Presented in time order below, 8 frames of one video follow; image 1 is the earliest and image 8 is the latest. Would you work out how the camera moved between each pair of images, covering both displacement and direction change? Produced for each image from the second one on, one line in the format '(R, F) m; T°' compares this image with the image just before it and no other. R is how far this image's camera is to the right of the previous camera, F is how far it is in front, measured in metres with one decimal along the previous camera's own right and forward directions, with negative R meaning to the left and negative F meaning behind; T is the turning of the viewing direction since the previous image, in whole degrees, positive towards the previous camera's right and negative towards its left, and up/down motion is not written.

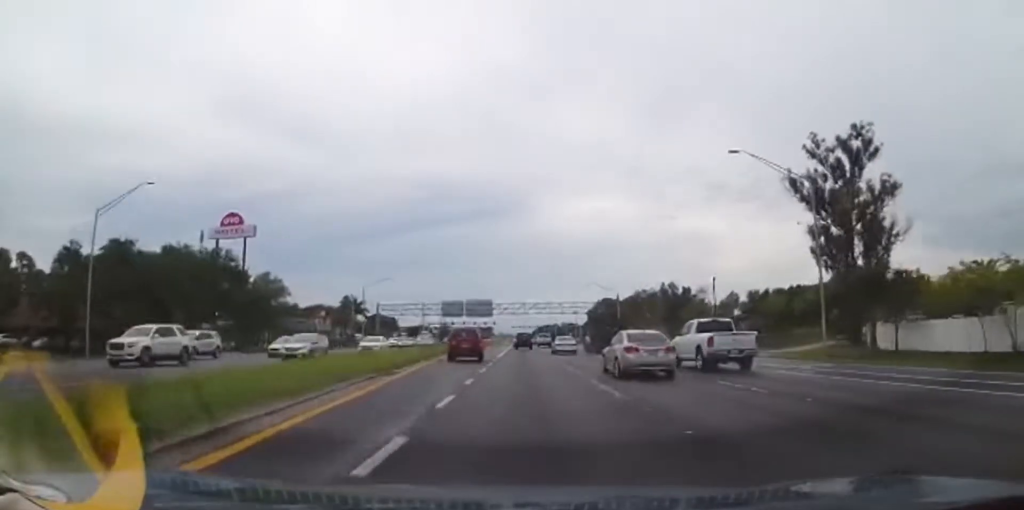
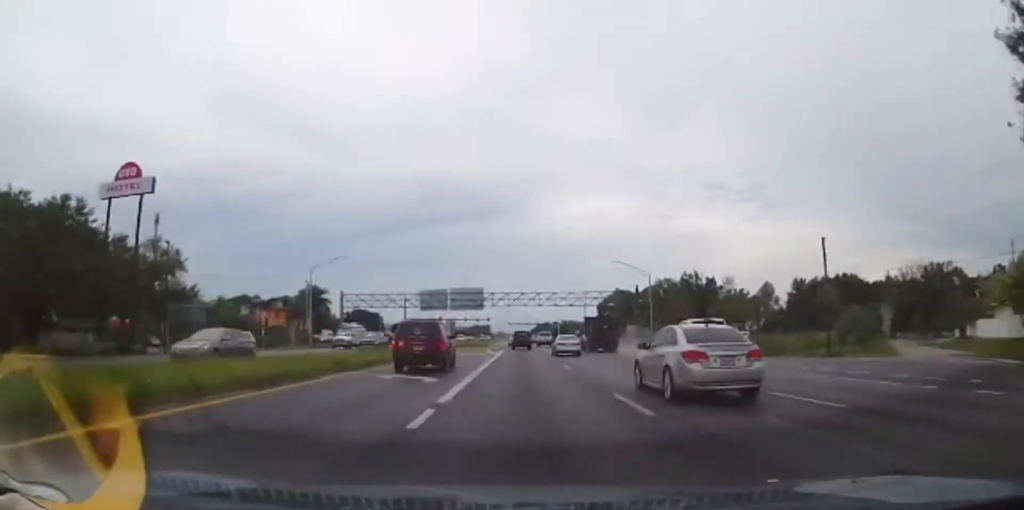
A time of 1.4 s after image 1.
(-0.5, +26.7) m; -1°
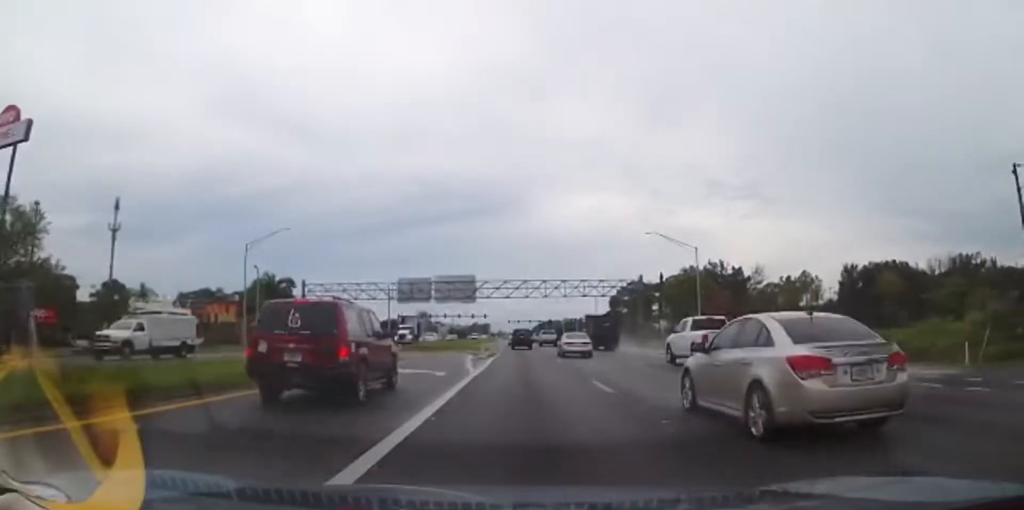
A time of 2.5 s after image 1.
(+0.1, +21.0) m; +1°
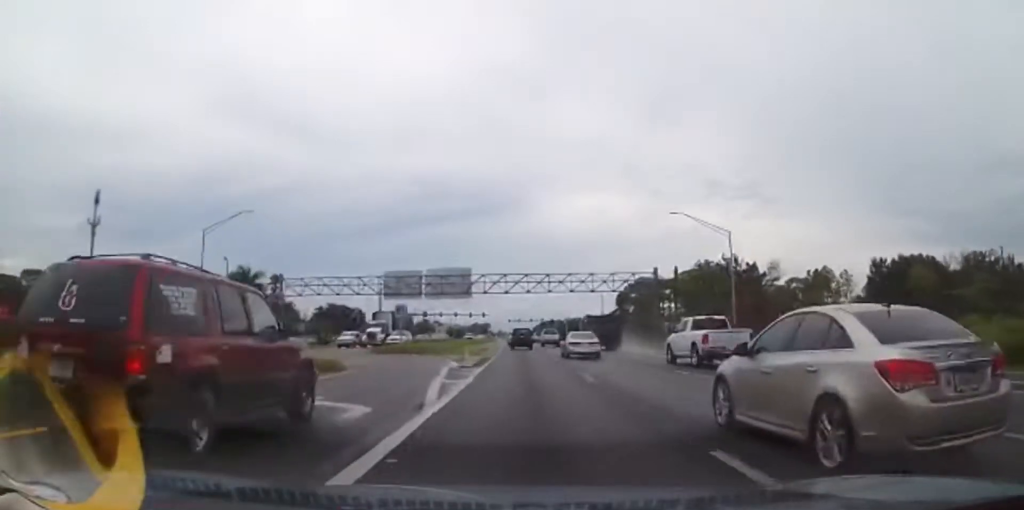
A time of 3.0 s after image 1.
(+0.3, +9.5) m; 0°
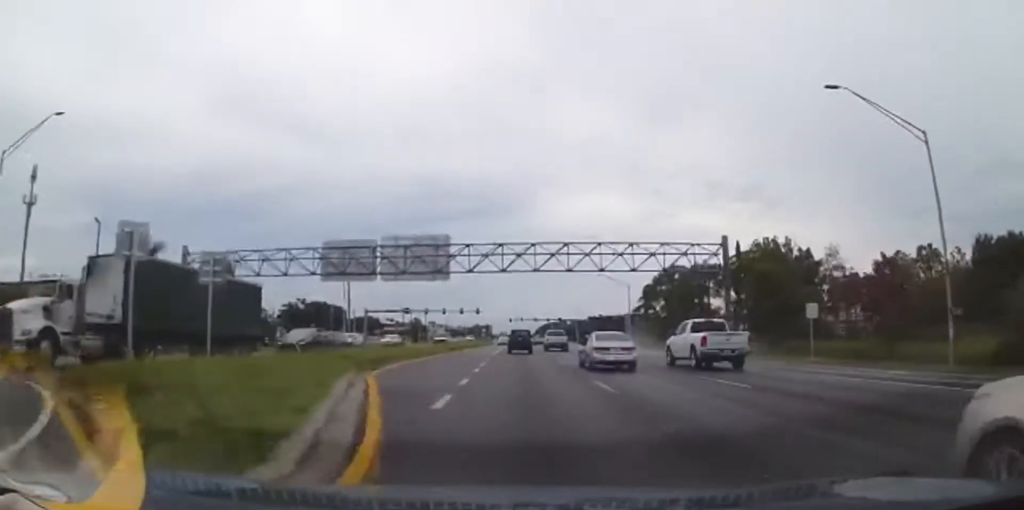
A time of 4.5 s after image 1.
(-0.6, +26.8) m; 0°
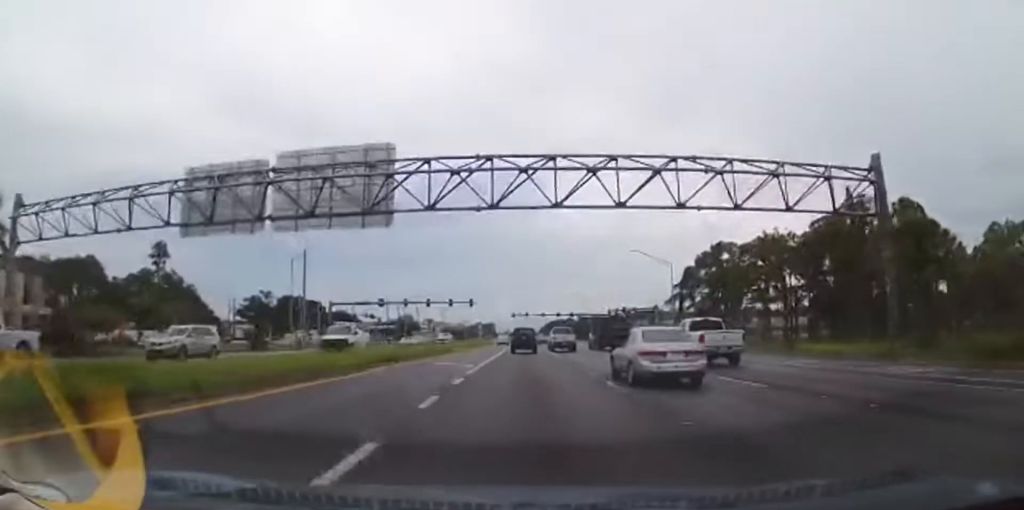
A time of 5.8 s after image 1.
(+0.3, +24.9) m; +1°
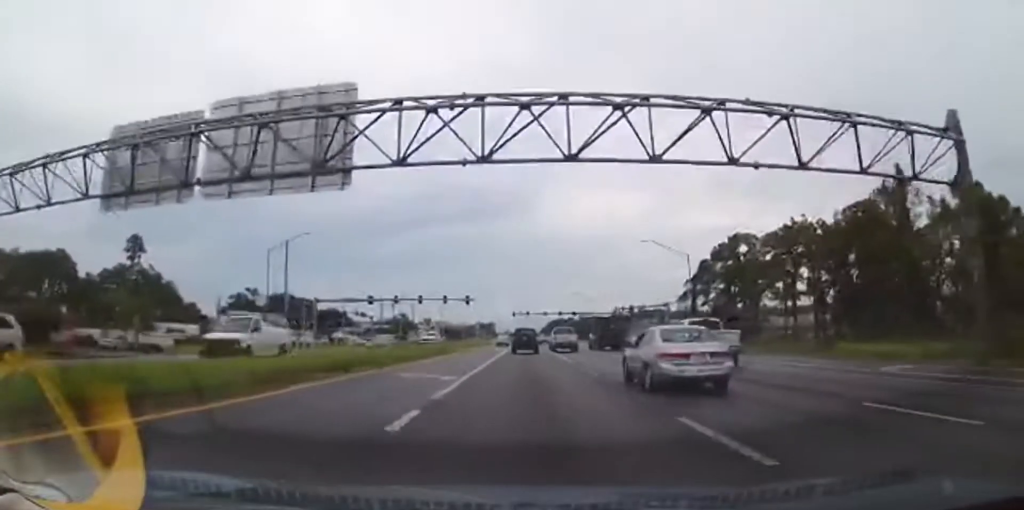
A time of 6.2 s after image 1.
(0.0, +7.2) m; 0°
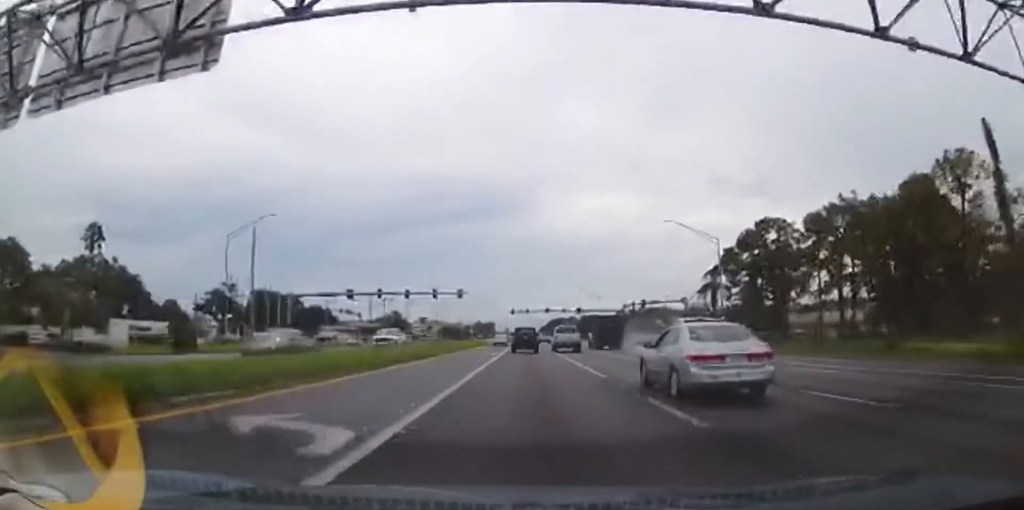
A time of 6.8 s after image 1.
(+0.1, +10.7) m; -1°
